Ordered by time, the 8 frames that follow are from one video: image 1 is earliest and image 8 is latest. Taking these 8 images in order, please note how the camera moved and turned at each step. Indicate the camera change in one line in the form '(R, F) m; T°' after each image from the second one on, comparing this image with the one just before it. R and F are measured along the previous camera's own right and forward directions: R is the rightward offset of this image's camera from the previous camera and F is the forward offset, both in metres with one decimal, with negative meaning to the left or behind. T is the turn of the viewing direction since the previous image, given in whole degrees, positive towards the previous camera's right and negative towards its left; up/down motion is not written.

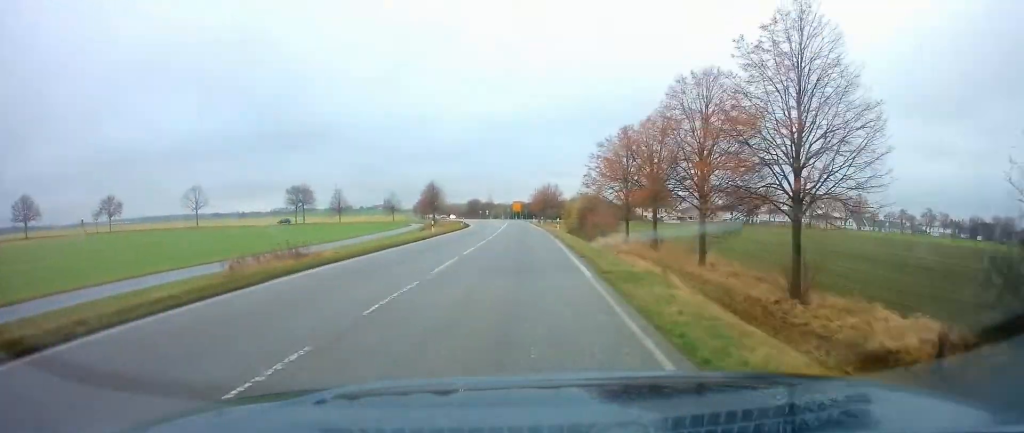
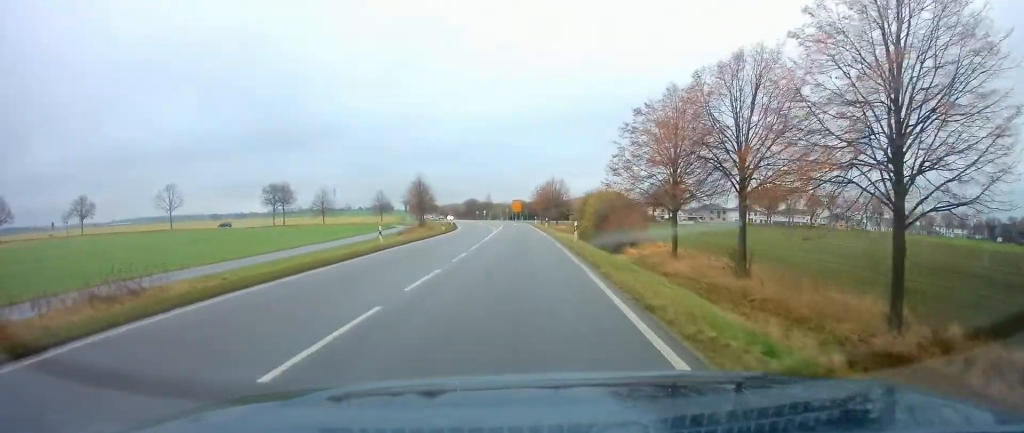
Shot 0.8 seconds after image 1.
(-0.1, +15.3) m; -1°
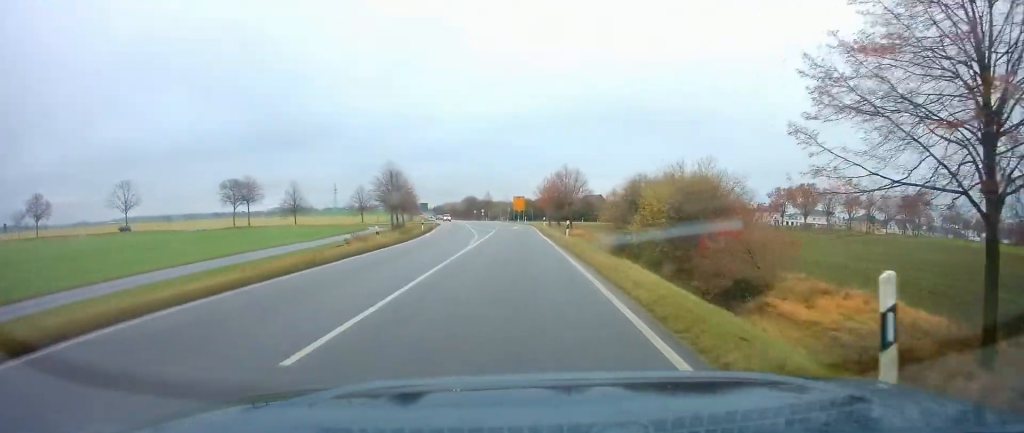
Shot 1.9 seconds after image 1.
(-0.2, +23.6) m; -1°
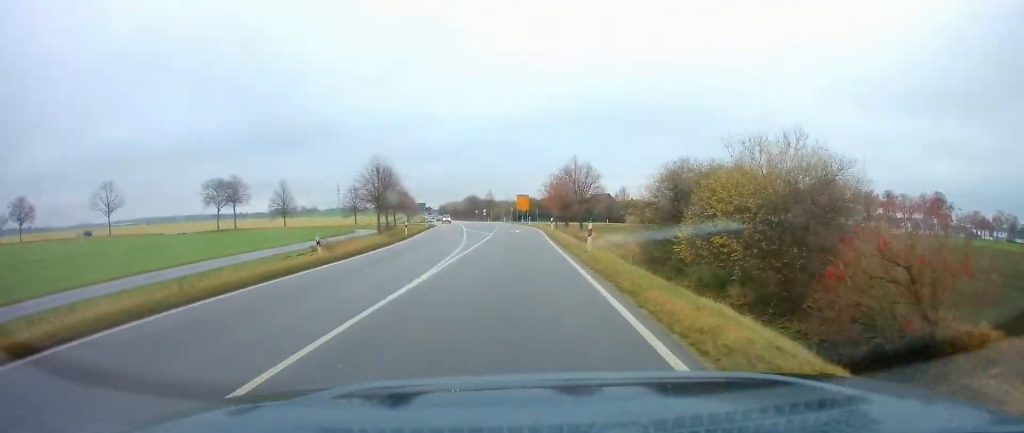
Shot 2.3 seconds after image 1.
(0.0, +8.9) m; 0°
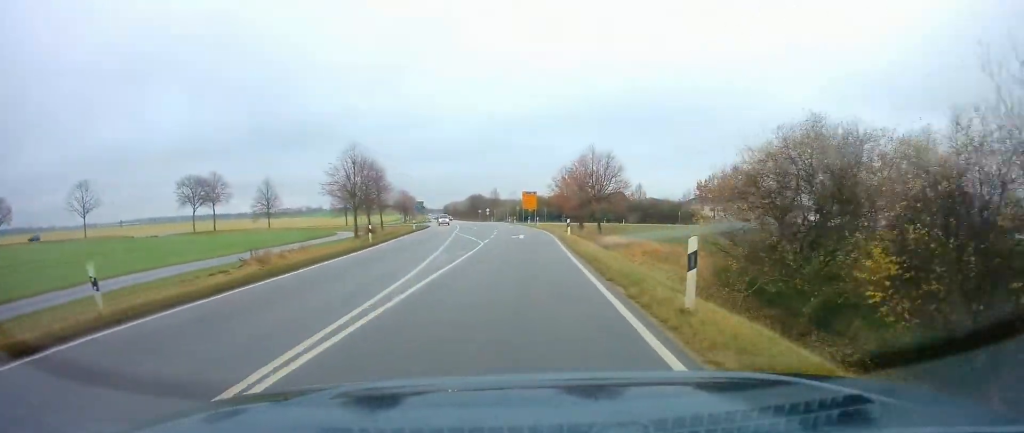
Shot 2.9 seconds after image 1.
(0.0, +12.0) m; 0°
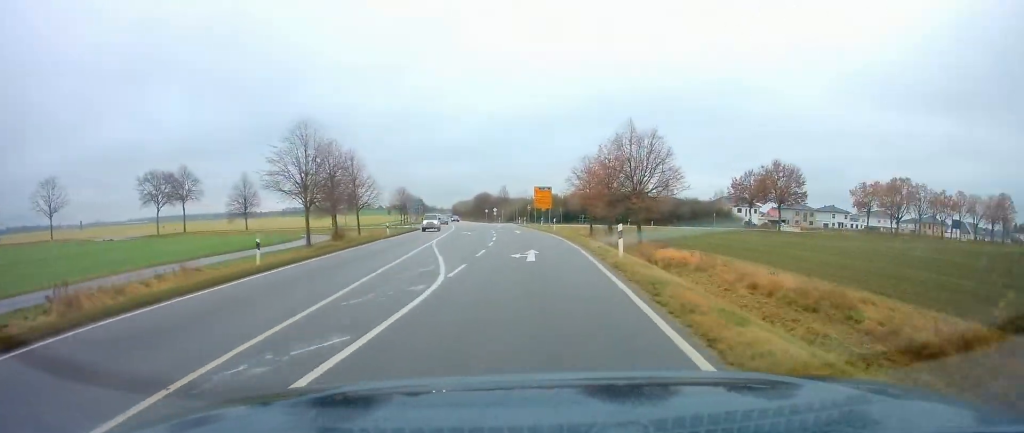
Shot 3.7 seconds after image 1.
(+0.1, +15.5) m; -1°
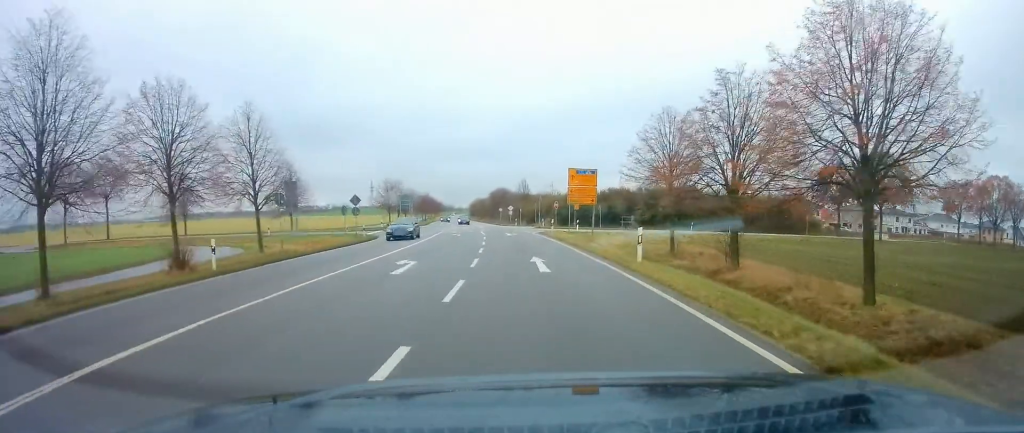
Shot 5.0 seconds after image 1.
(-0.8, +27.5) m; -3°
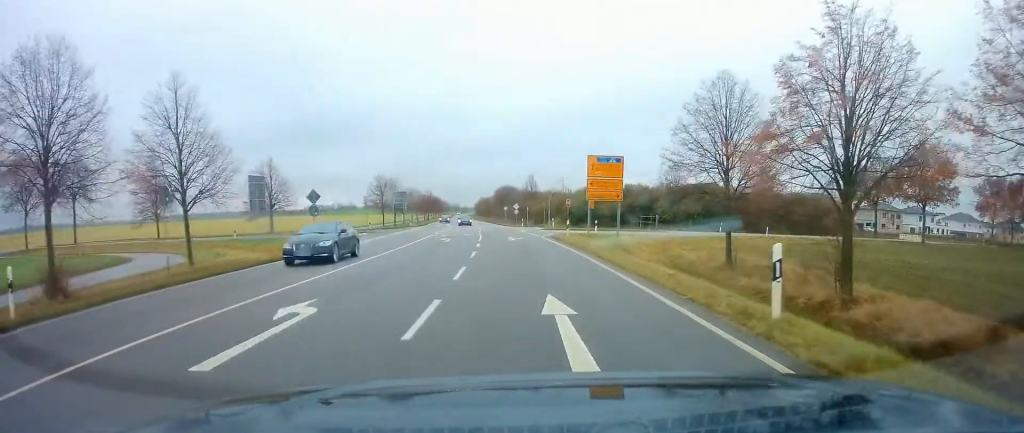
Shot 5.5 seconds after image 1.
(-0.1, +8.6) m; -1°
